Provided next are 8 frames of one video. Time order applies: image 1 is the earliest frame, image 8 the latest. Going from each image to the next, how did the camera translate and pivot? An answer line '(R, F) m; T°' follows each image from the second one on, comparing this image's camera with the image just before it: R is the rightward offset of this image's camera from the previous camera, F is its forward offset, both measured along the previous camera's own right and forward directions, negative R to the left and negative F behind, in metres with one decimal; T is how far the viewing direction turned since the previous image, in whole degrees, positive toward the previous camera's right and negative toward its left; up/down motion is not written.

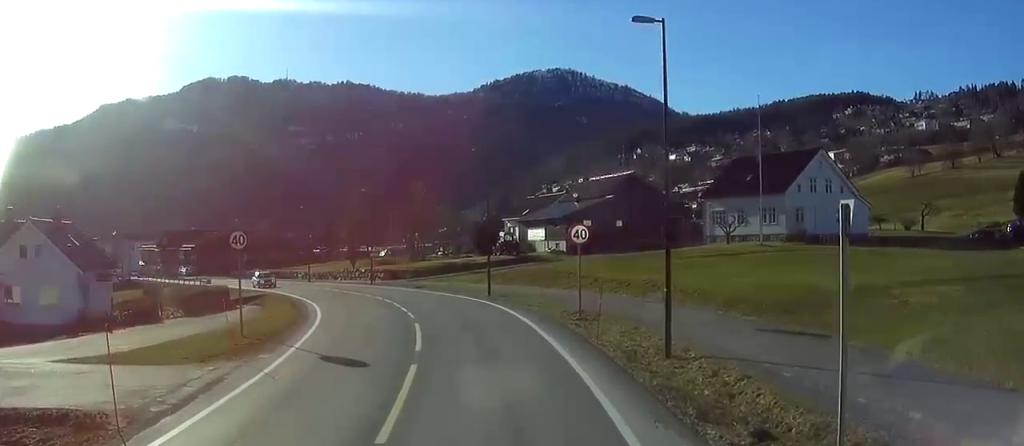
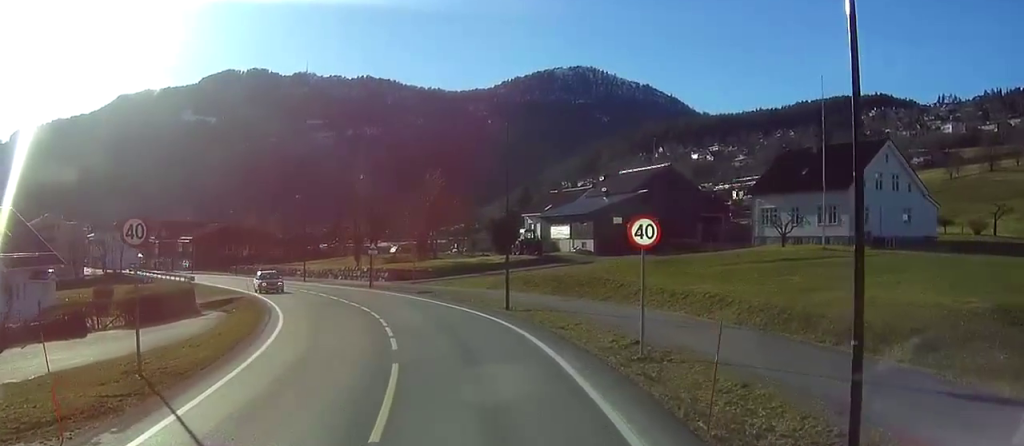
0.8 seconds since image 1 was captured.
(0.0, +11.6) m; 0°
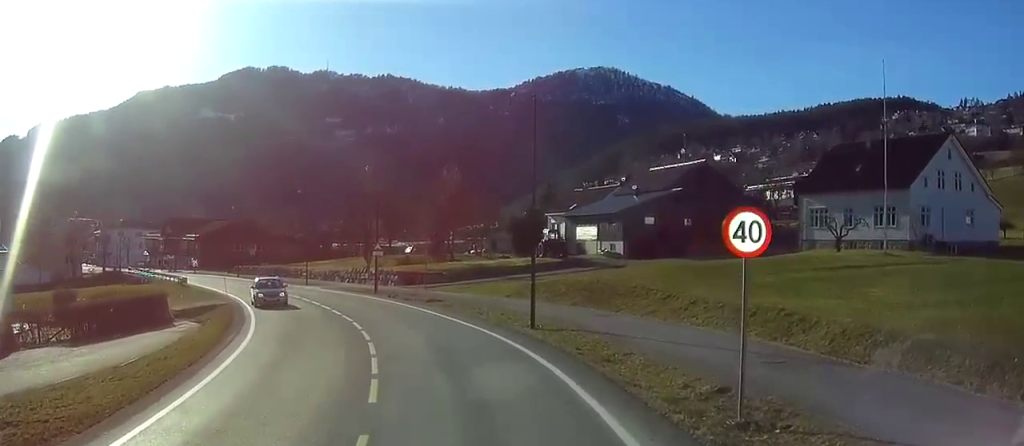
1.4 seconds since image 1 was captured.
(0.0, +8.1) m; 0°
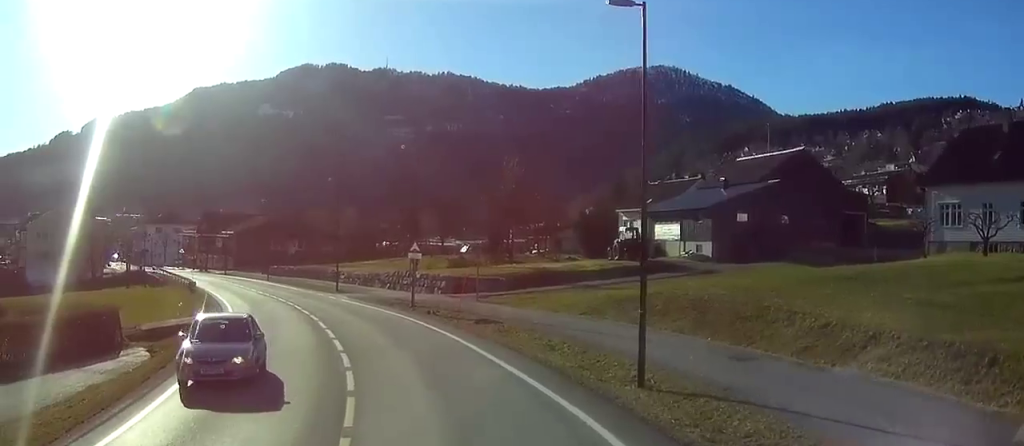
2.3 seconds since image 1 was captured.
(0.0, +13.8) m; -2°
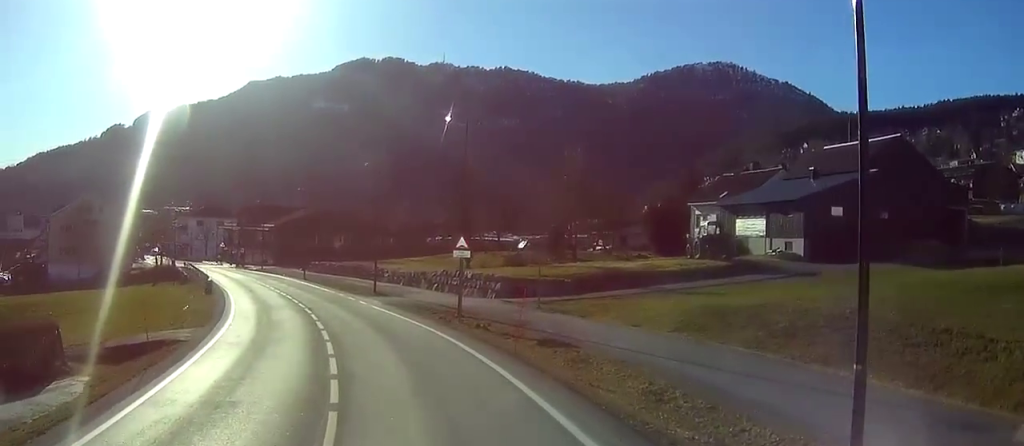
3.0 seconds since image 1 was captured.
(+0.3, +10.1) m; -6°
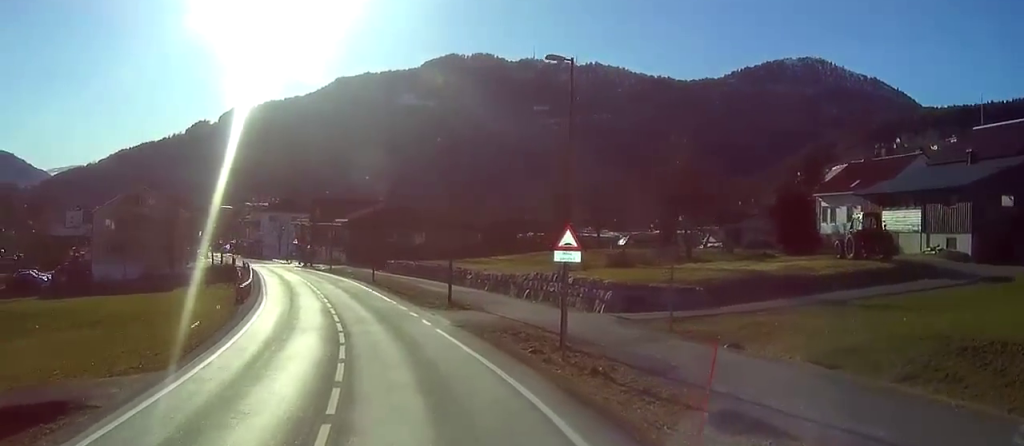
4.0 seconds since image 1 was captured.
(-1.8, +13.2) m; -10°
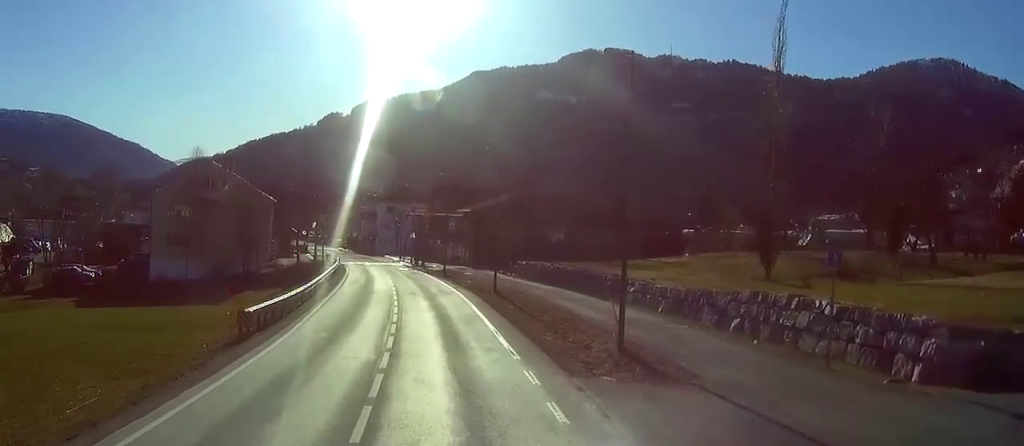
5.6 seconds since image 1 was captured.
(-1.0, +22.6) m; -3°
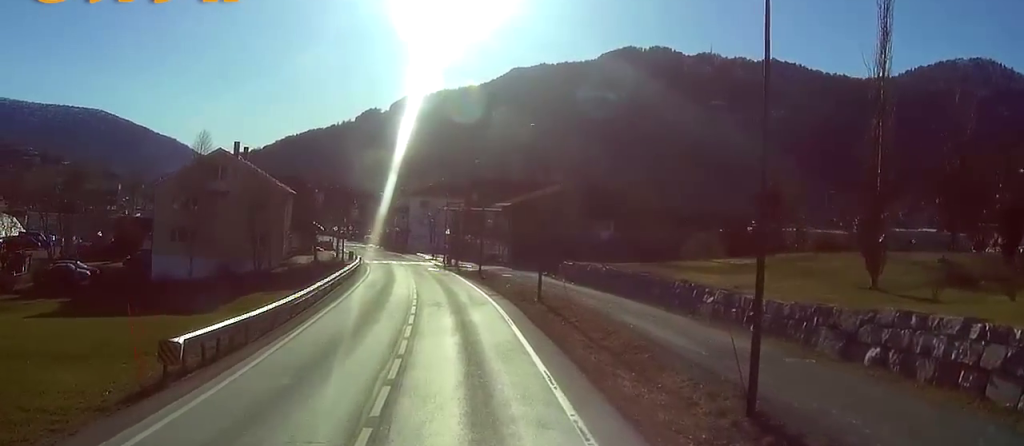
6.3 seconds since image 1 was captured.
(+0.1, +10.3) m; -1°
